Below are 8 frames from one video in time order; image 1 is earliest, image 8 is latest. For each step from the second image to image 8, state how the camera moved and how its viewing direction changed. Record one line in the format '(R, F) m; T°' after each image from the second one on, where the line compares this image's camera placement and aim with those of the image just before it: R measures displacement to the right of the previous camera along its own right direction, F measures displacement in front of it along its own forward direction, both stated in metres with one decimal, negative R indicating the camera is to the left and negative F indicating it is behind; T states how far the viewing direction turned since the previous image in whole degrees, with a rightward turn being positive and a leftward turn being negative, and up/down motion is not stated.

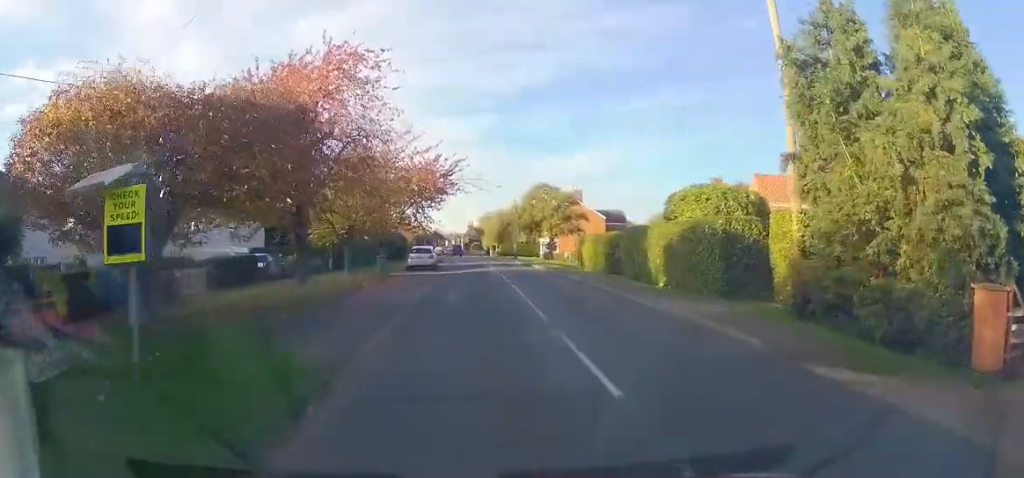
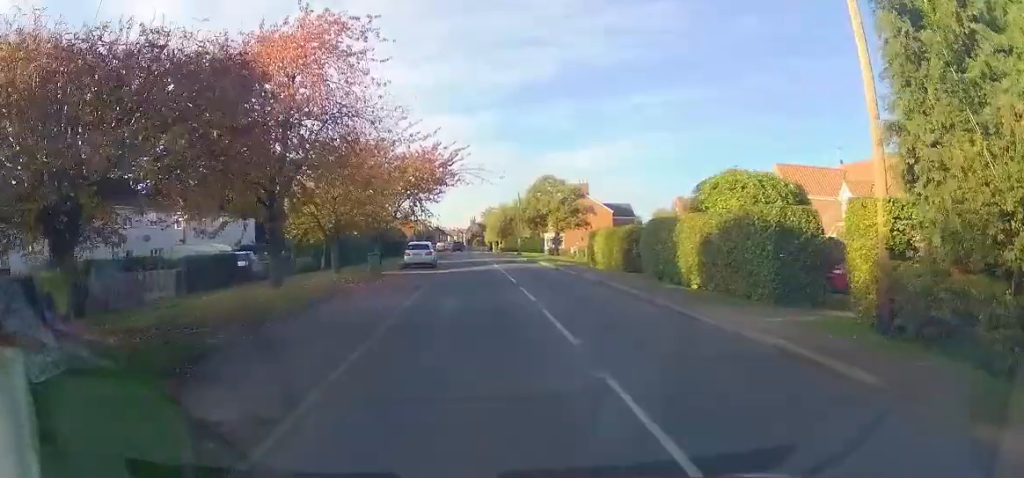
(+0.1, +3.4) m; 0°
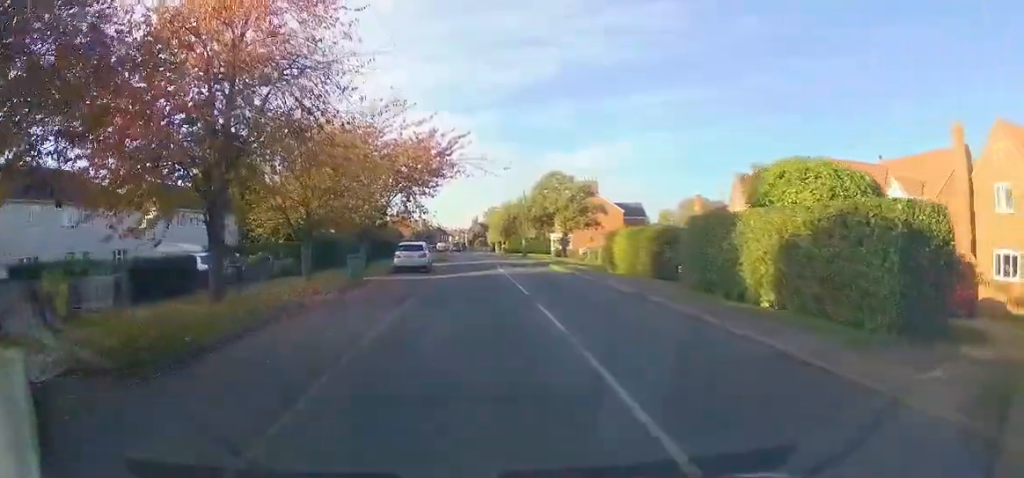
(-0.1, +5.0) m; -1°
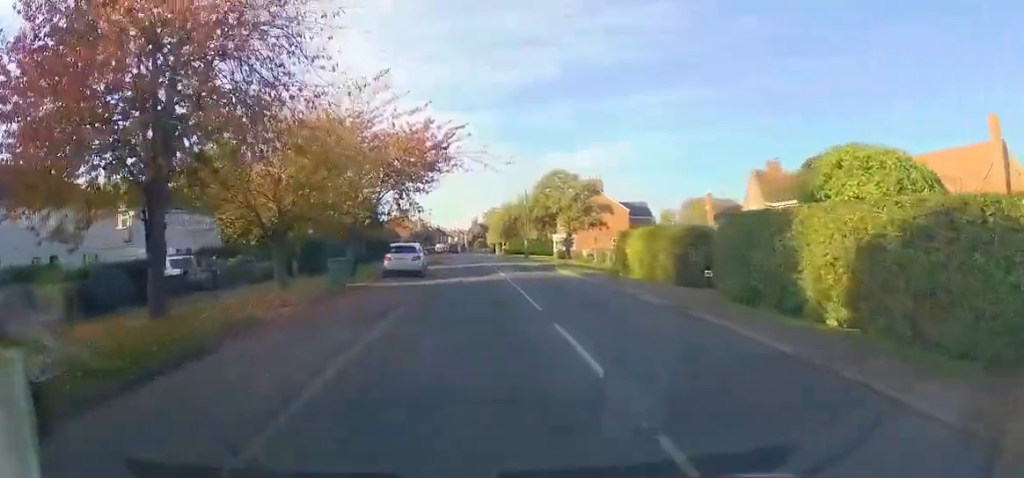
(-0.1, +3.2) m; -1°
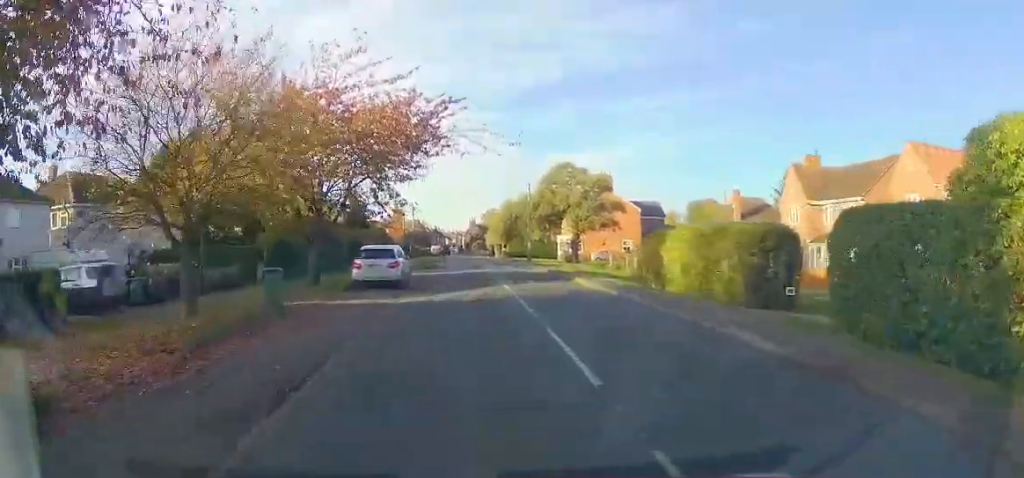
(0.0, +6.7) m; 0°
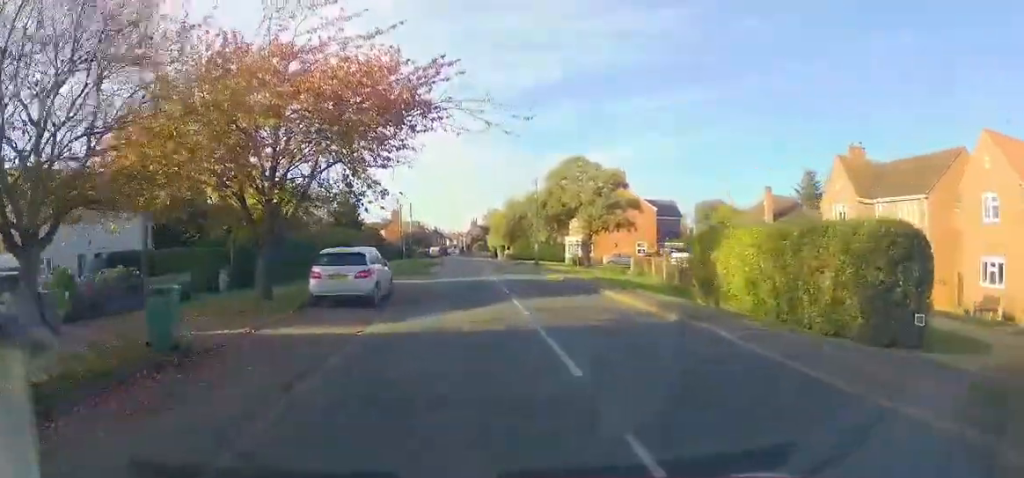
(+0.1, +5.7) m; +1°
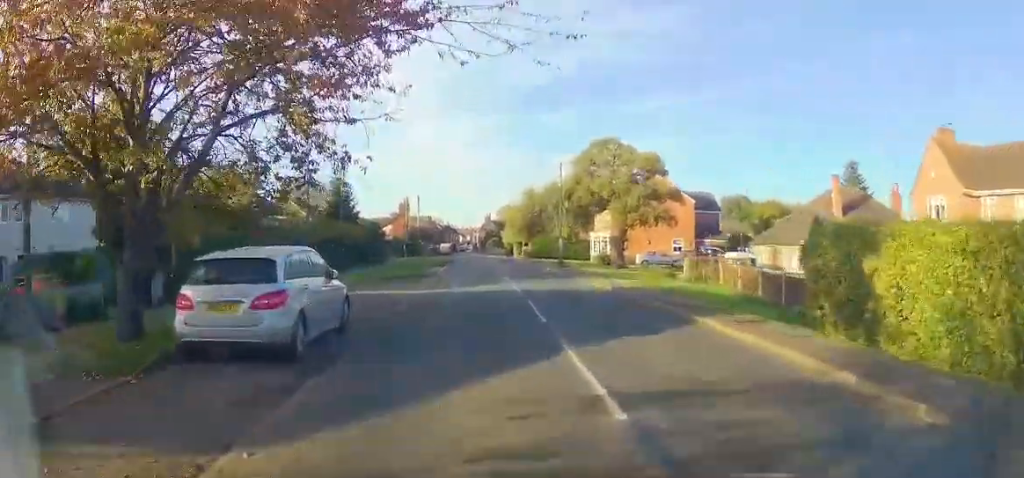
(0.0, +8.0) m; -2°
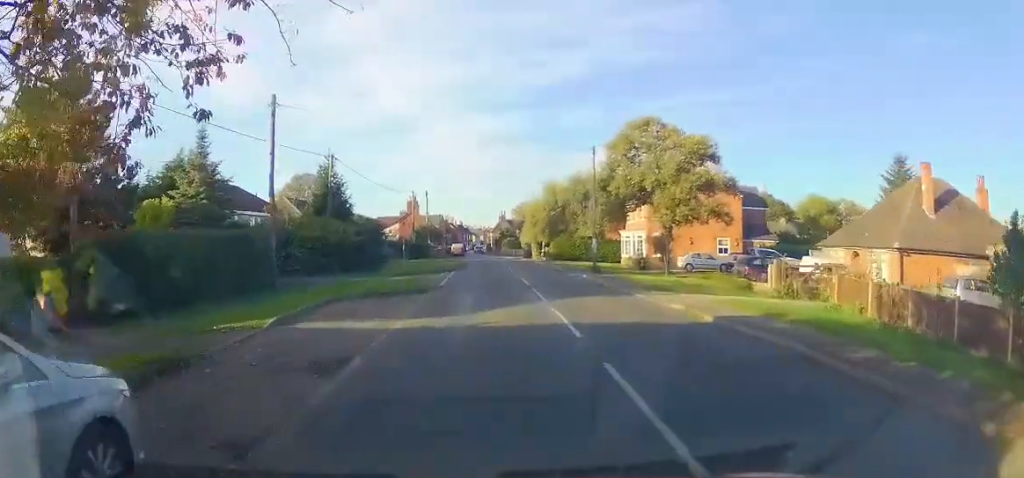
(-0.3, +8.3) m; -1°
